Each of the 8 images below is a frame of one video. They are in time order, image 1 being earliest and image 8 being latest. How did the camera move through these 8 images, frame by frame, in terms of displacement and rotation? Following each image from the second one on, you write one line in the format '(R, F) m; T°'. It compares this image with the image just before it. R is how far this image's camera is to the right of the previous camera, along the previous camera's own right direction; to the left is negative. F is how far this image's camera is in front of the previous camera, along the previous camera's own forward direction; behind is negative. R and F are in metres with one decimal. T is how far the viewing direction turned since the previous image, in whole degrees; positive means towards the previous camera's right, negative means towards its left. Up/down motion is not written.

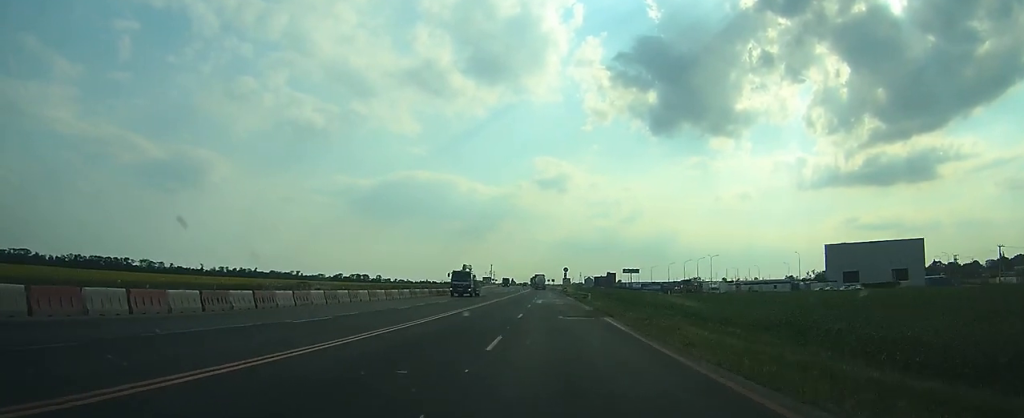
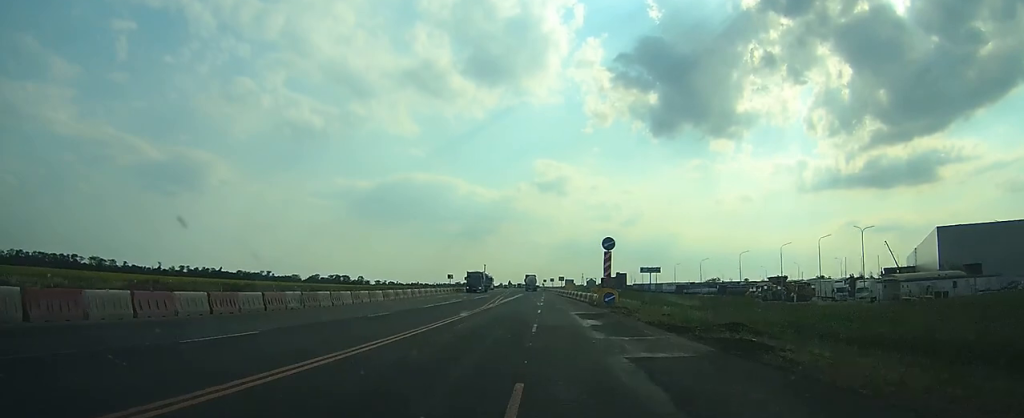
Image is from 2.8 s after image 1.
(0.0, +66.7) m; 0°
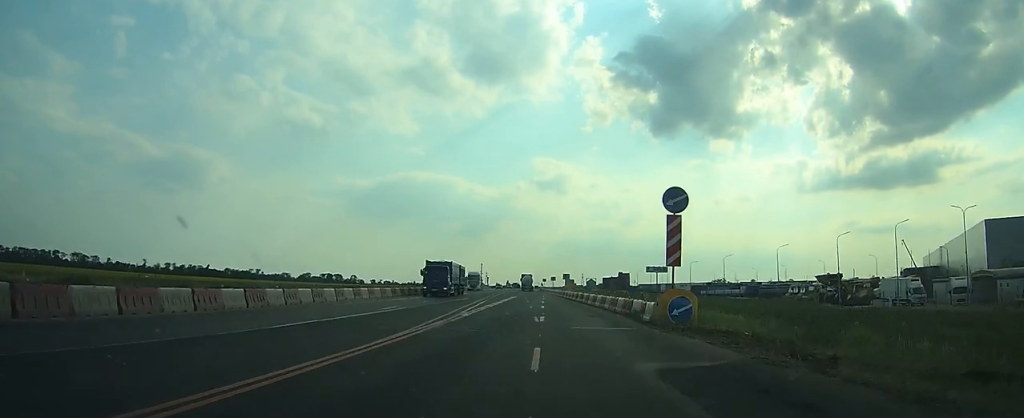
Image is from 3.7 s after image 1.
(0.0, +19.7) m; 0°
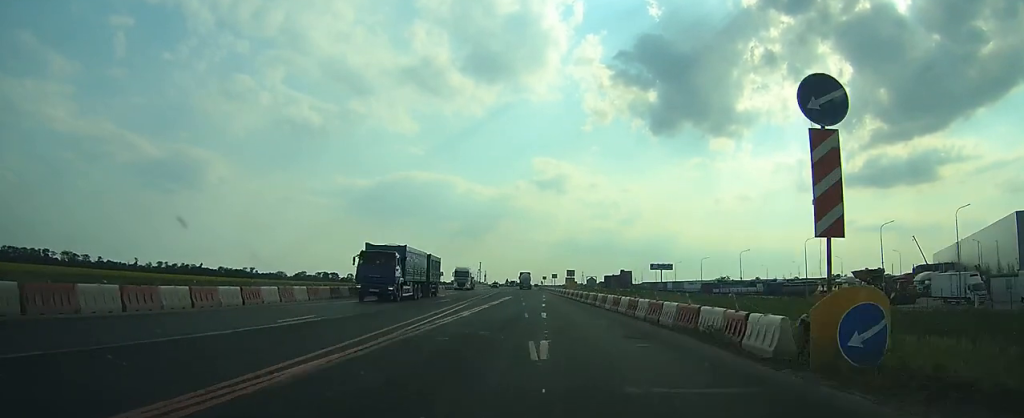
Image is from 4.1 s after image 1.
(0.0, +11.0) m; 0°
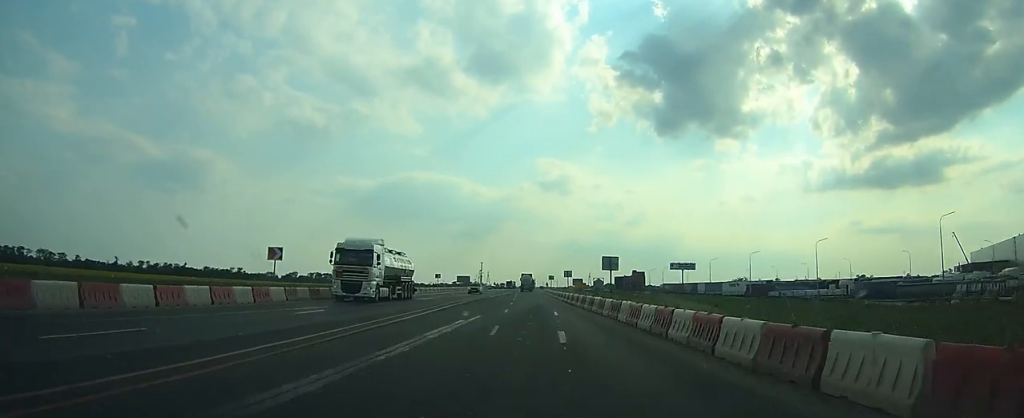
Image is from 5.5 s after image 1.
(-0.2, +32.2) m; -1°
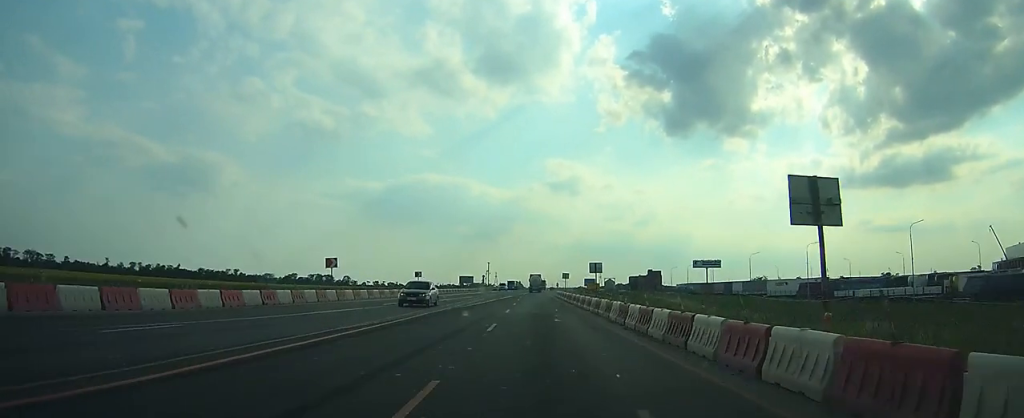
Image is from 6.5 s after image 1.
(-0.1, +22.5) m; 0°
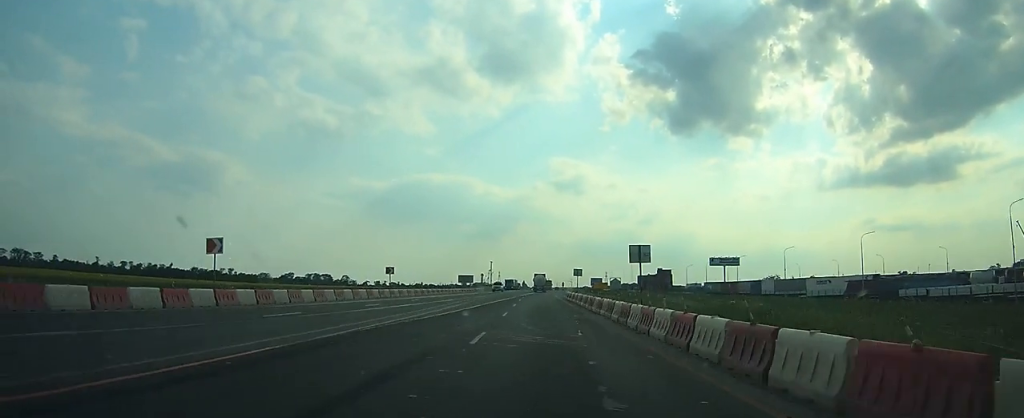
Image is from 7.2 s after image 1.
(0.0, +16.2) m; 0°
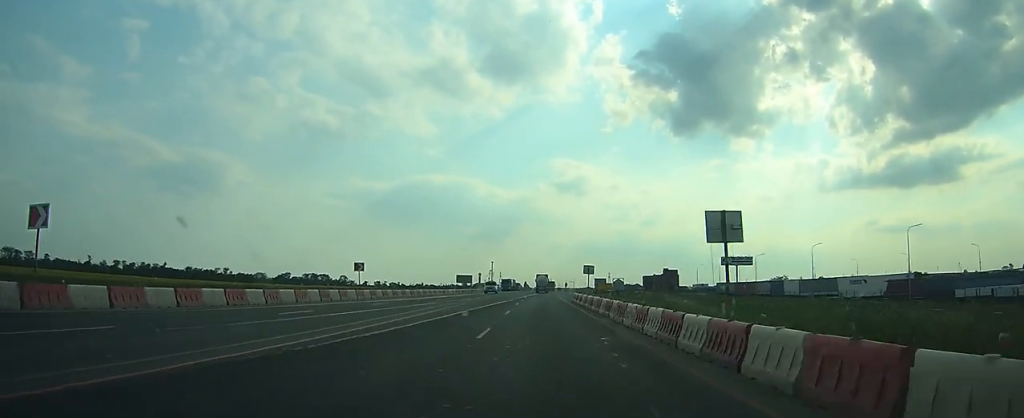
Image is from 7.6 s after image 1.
(-0.1, +10.8) m; 0°
